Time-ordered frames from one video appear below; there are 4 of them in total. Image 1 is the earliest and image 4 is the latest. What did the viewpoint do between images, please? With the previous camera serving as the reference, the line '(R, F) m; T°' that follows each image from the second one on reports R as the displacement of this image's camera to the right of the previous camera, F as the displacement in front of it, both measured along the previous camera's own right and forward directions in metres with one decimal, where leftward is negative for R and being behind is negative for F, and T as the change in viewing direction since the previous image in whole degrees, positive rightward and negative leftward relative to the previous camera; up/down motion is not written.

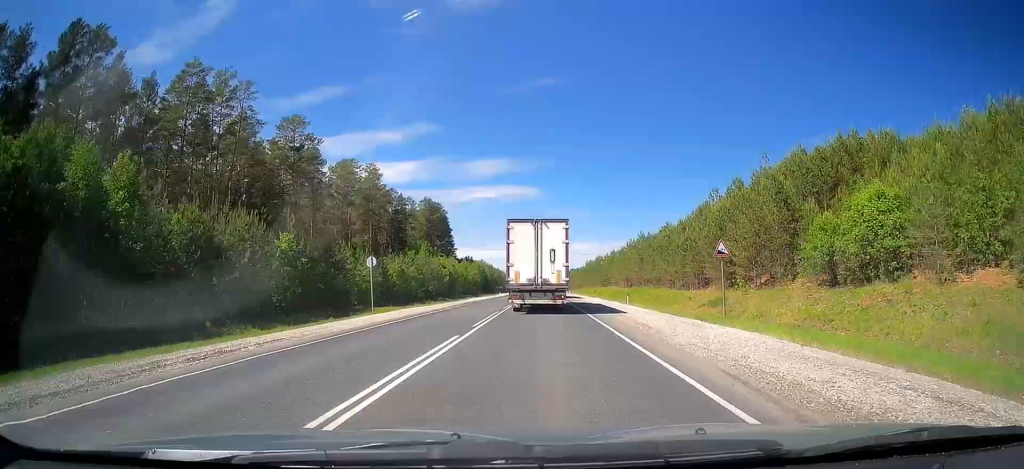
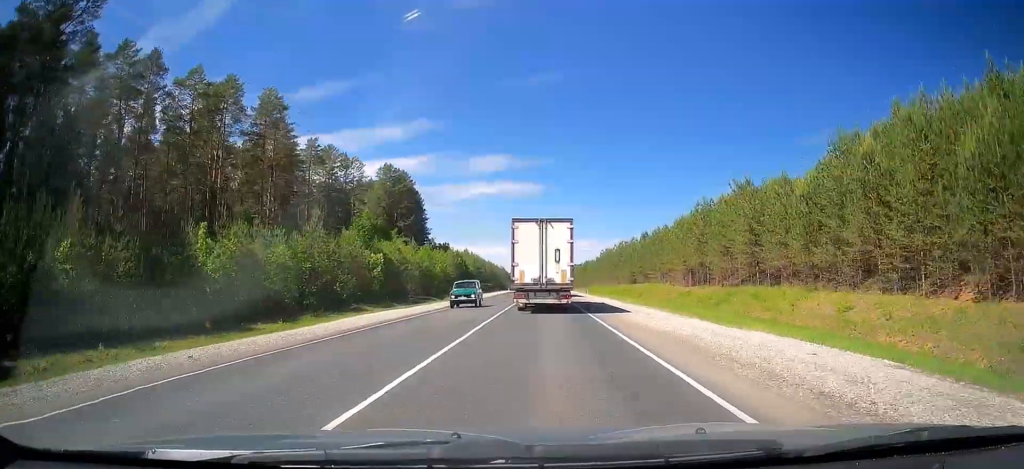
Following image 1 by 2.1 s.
(+0.2, +45.7) m; +1°
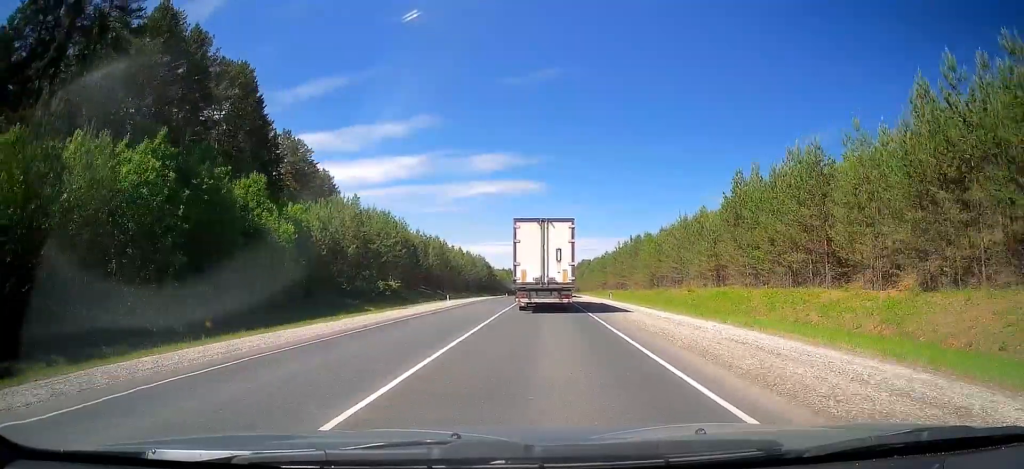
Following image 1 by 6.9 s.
(+0.1, +99.7) m; -1°
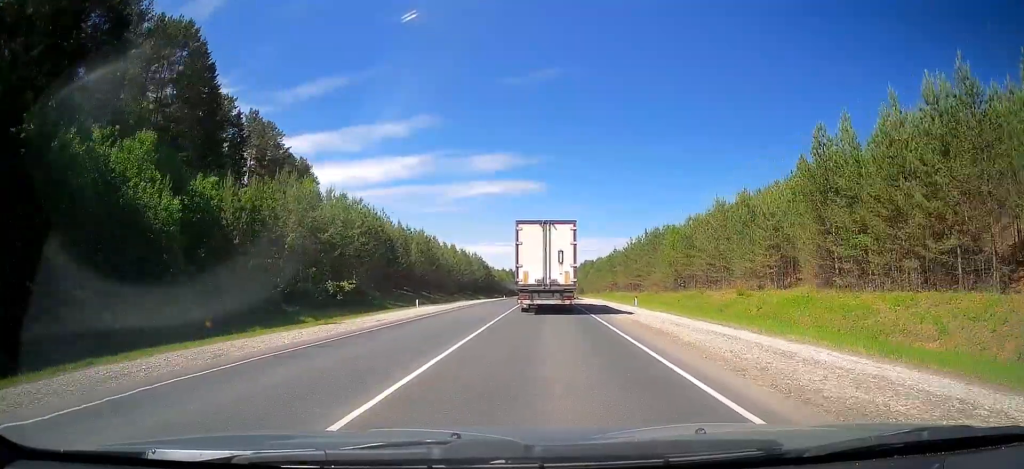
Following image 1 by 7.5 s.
(0.0, +13.8) m; 0°
